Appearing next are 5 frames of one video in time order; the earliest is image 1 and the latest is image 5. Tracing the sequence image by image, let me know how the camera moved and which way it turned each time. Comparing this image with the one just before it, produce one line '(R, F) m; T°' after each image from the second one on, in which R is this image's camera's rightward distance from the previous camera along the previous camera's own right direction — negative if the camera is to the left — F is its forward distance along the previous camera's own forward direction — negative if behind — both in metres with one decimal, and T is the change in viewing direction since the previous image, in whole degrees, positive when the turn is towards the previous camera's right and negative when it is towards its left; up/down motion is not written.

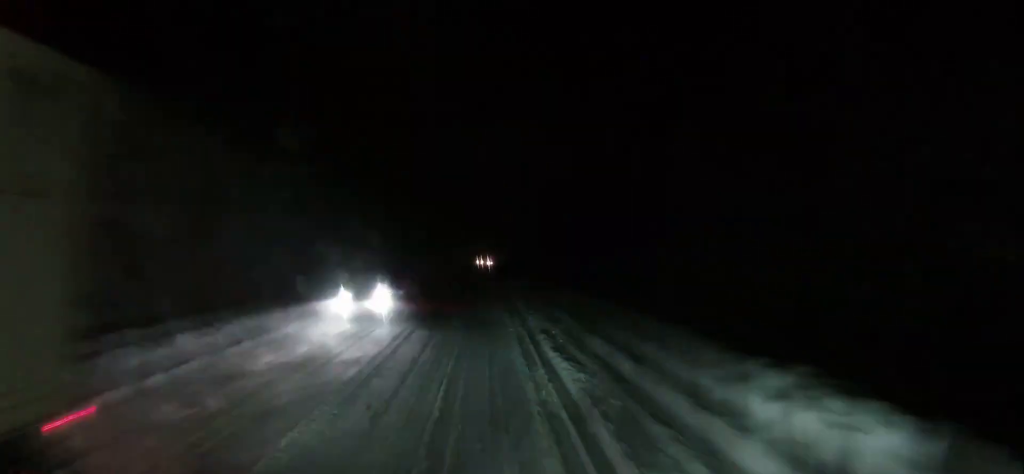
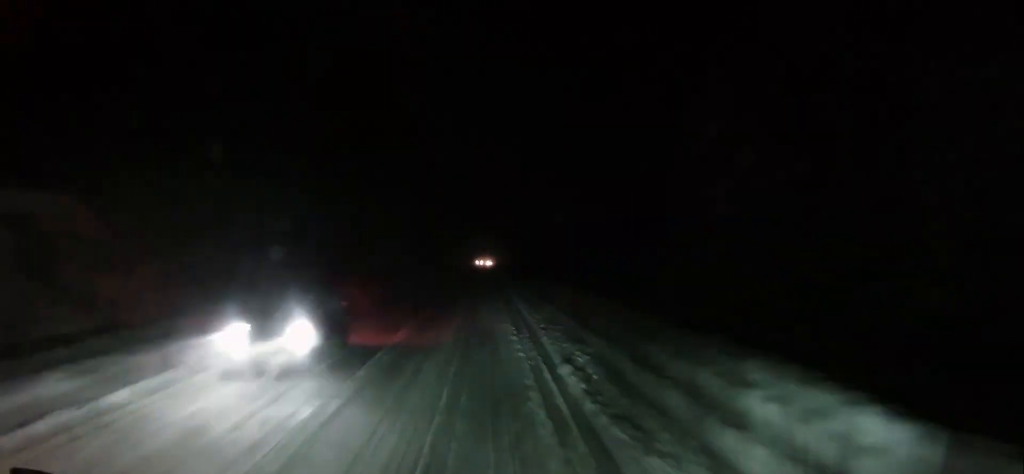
(+0.1, +5.7) m; 0°
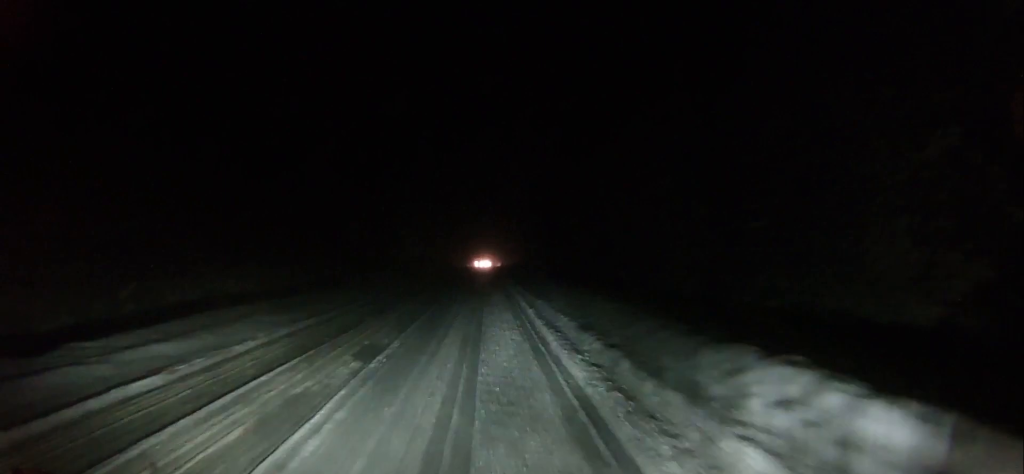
(-0.6, +21.7) m; -1°
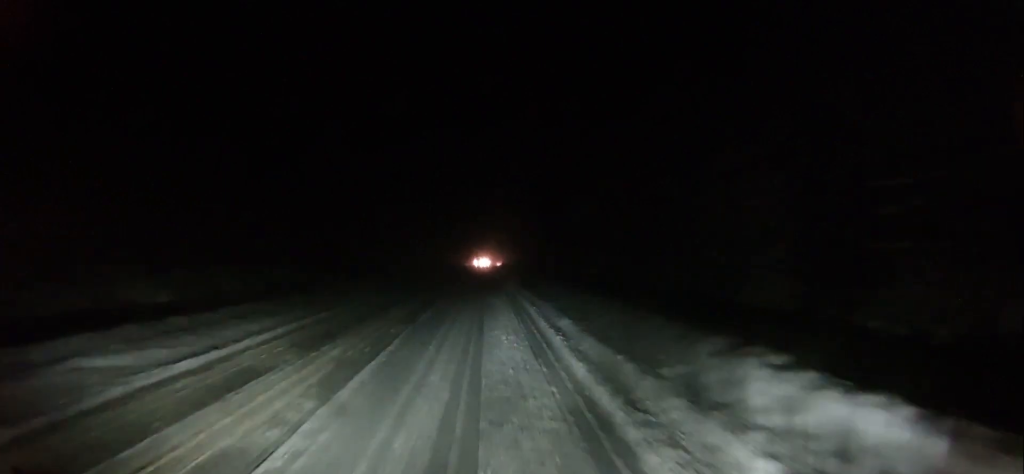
(+0.4, +10.8) m; 0°
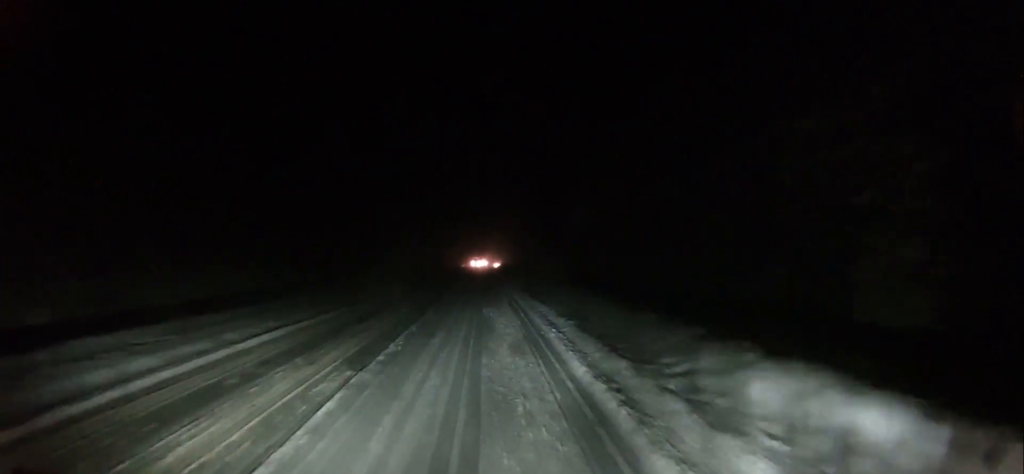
(-0.2, +9.2) m; -1°
